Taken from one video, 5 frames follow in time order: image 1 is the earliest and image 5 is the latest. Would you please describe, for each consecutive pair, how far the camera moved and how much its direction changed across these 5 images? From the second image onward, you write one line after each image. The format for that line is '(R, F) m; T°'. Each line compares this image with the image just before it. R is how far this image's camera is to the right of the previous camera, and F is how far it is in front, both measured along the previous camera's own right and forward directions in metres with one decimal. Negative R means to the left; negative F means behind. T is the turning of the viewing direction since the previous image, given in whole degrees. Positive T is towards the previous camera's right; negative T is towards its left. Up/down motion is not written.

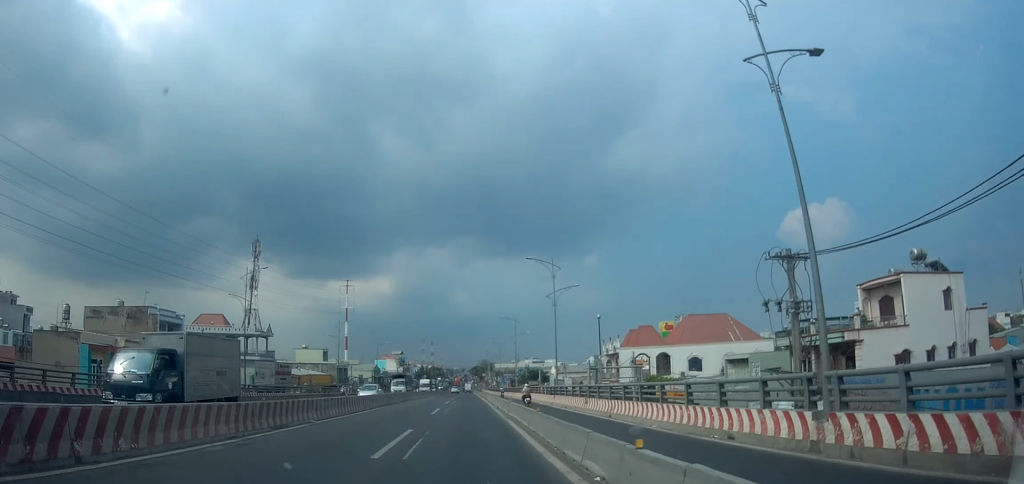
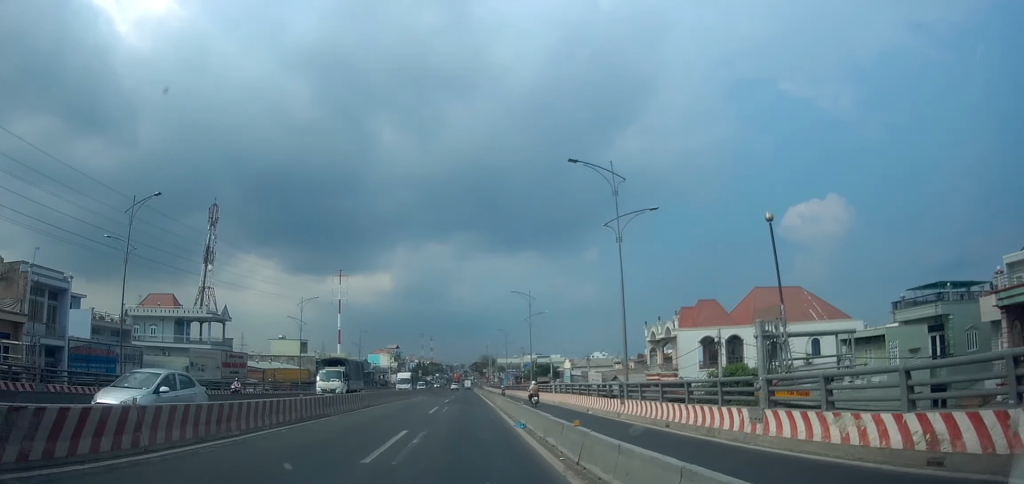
(-0.7, +16.2) m; -3°
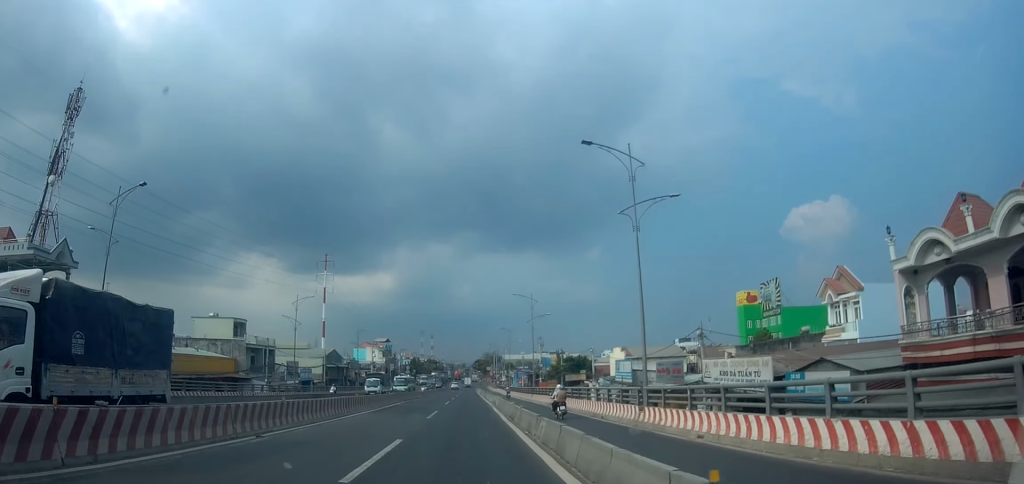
(-0.1, +32.5) m; 0°
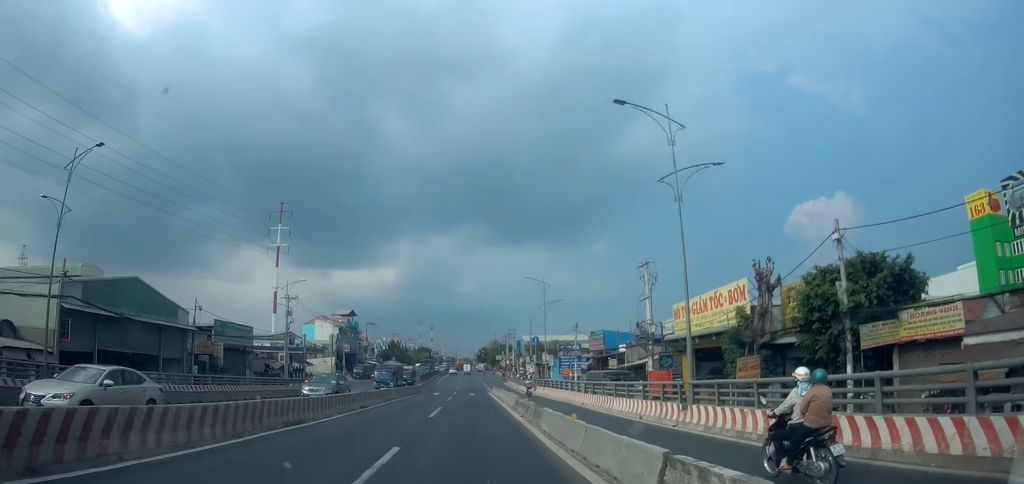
(+1.7, +64.9) m; 0°
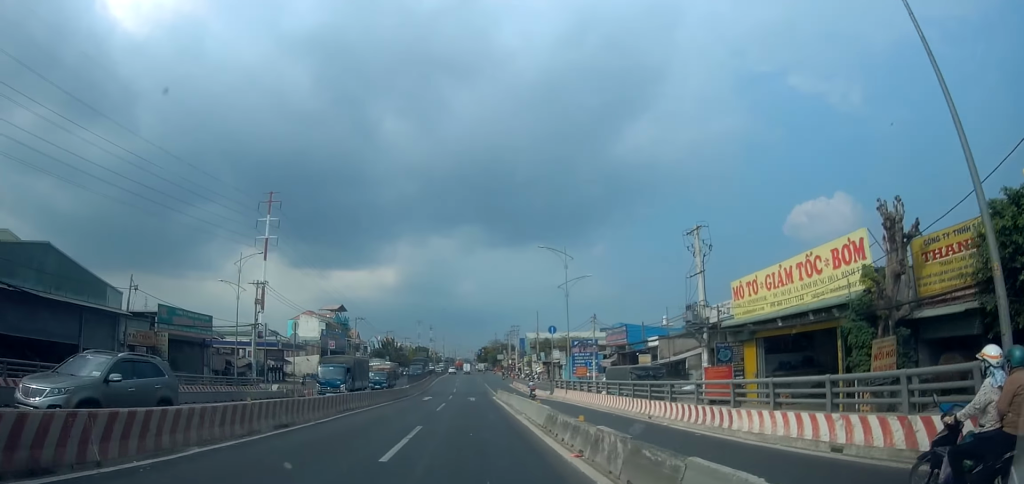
(0.0, +10.8) m; 0°
